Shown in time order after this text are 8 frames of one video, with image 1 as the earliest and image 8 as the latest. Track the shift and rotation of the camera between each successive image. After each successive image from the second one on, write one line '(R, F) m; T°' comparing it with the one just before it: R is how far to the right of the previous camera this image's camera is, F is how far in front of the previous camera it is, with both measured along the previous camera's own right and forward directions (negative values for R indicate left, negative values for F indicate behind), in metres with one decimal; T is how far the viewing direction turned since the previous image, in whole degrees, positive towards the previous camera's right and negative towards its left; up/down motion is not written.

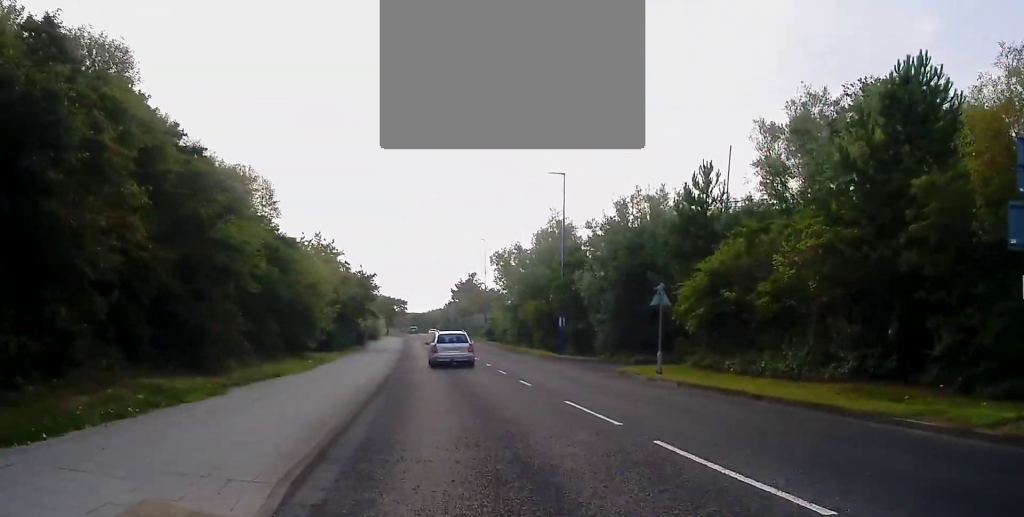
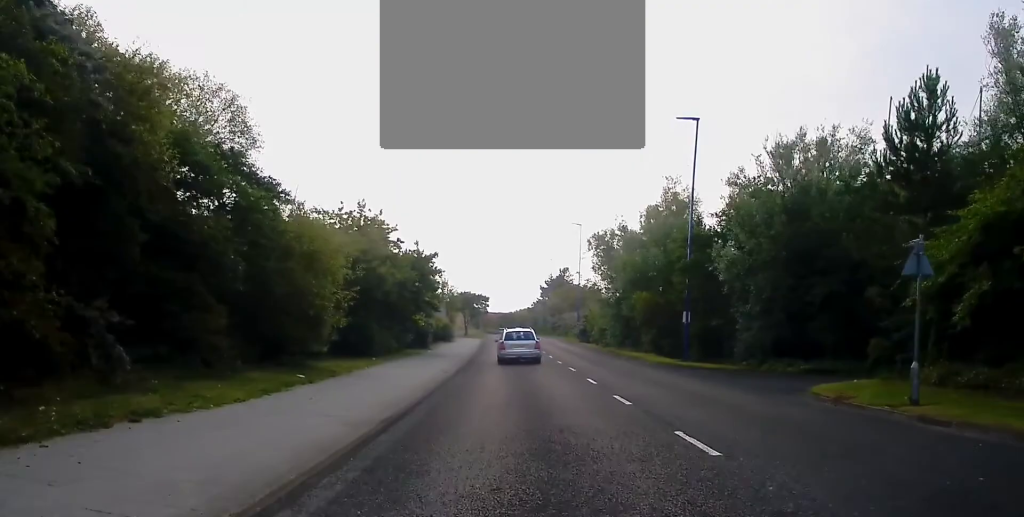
(-1.2, +11.5) m; -5°
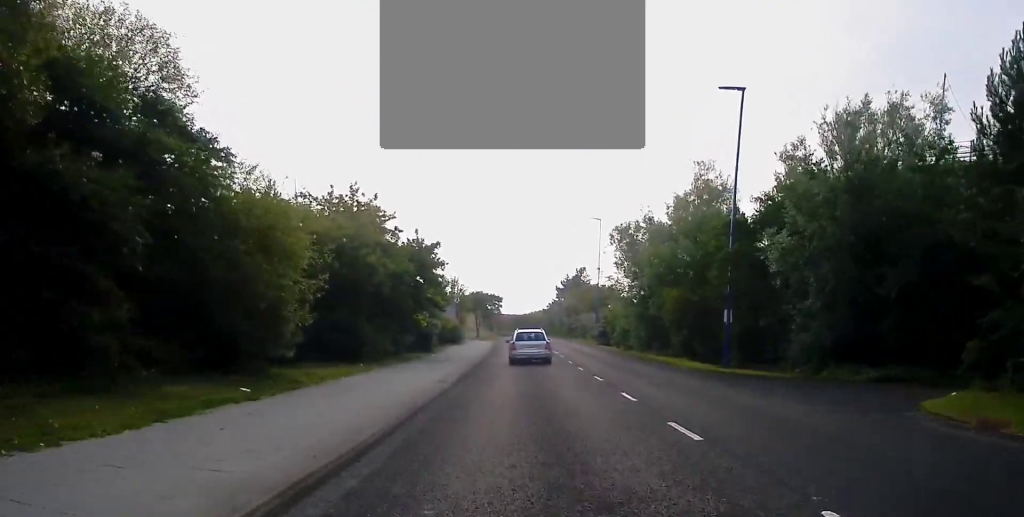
(+0.2, +4.8) m; -1°
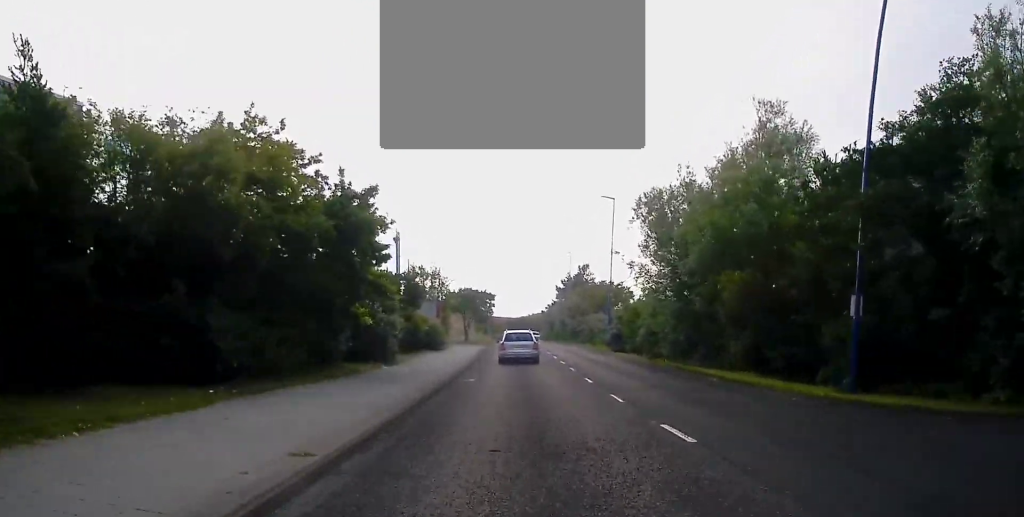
(-0.4, +11.8) m; -2°
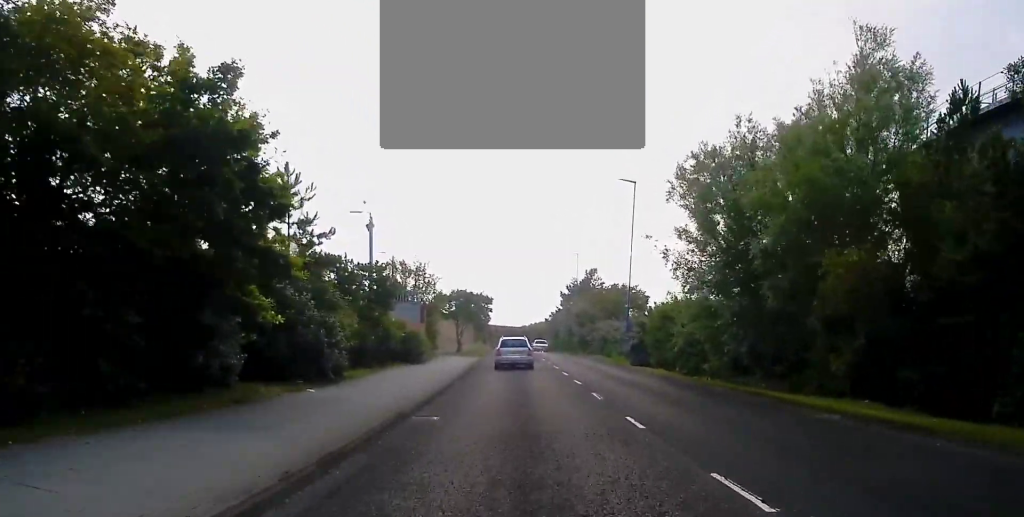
(+0.1, +9.2) m; +1°
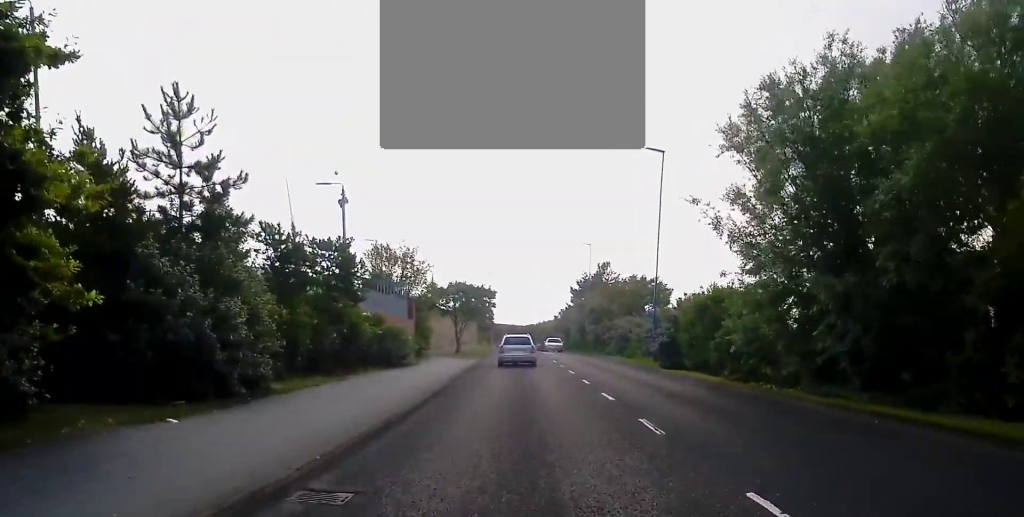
(+0.3, +6.7) m; 0°
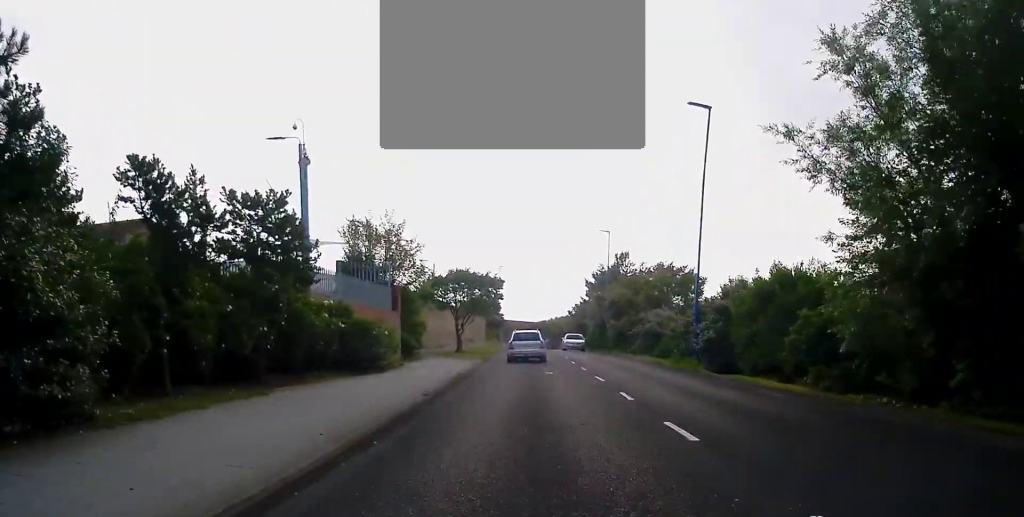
(-0.3, +7.1) m; -2°
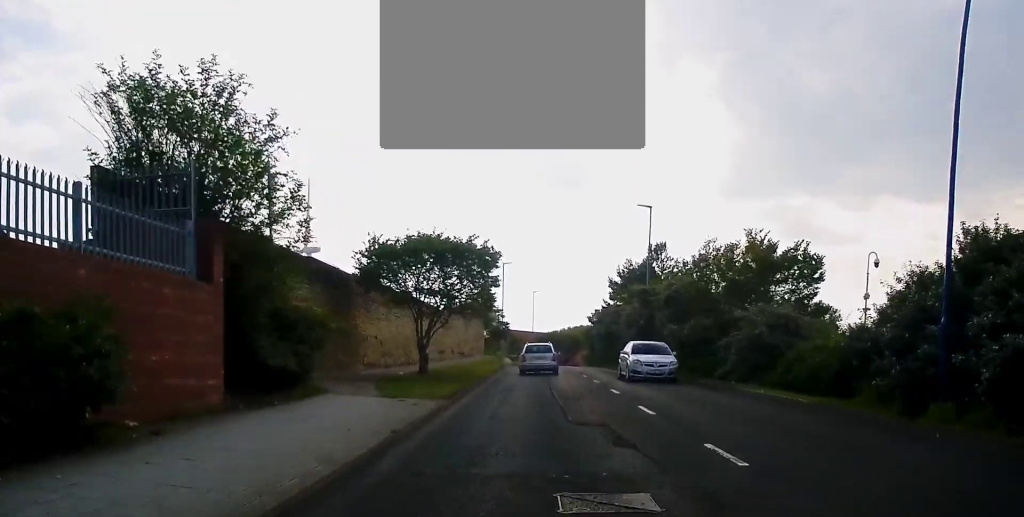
(-0.3, +19.0) m; -1°
